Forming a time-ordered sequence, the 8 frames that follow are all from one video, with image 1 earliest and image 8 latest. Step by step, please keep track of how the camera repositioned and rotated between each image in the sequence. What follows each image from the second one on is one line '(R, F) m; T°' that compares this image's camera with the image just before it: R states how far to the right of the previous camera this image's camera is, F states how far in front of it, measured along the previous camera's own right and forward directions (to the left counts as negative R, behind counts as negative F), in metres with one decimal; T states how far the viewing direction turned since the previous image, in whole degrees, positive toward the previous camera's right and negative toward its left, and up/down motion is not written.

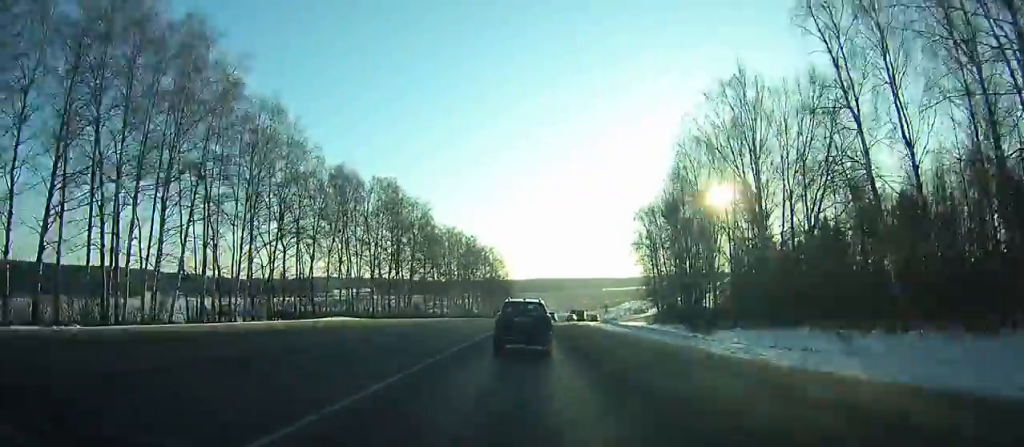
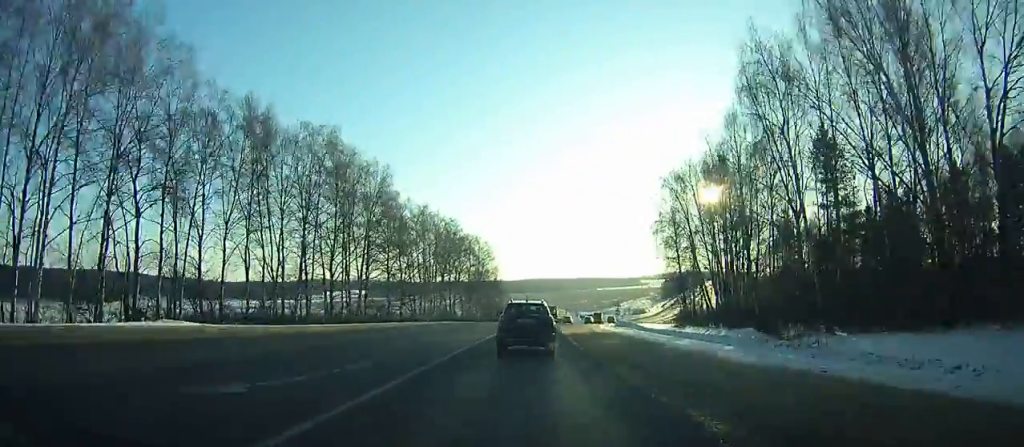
(-0.2, +25.5) m; +1°
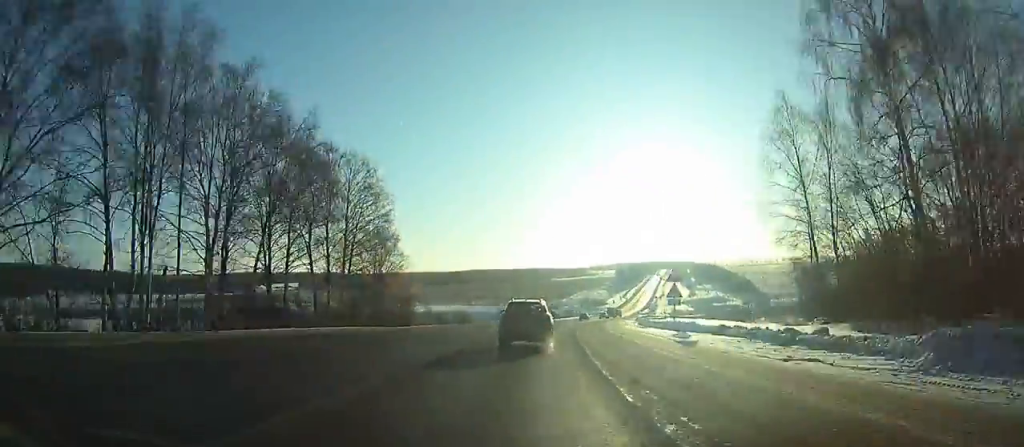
(+2.9, +70.6) m; +6°
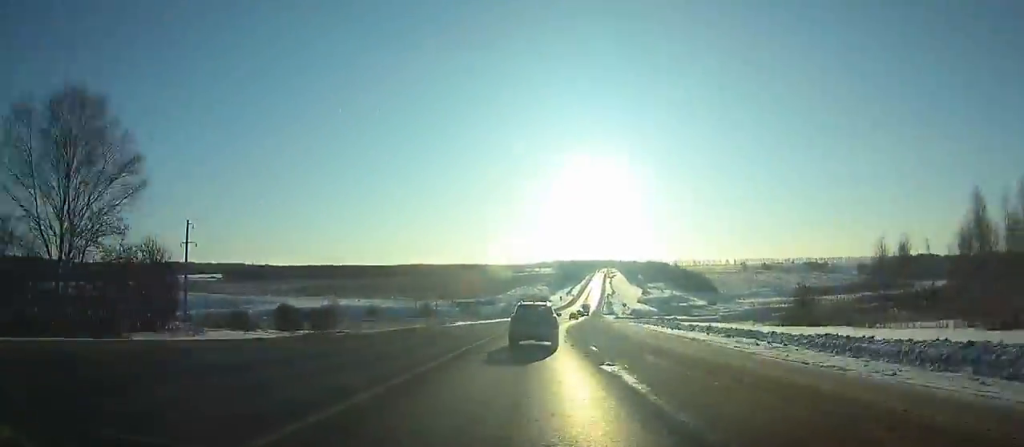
(+3.1, +56.9) m; +6°
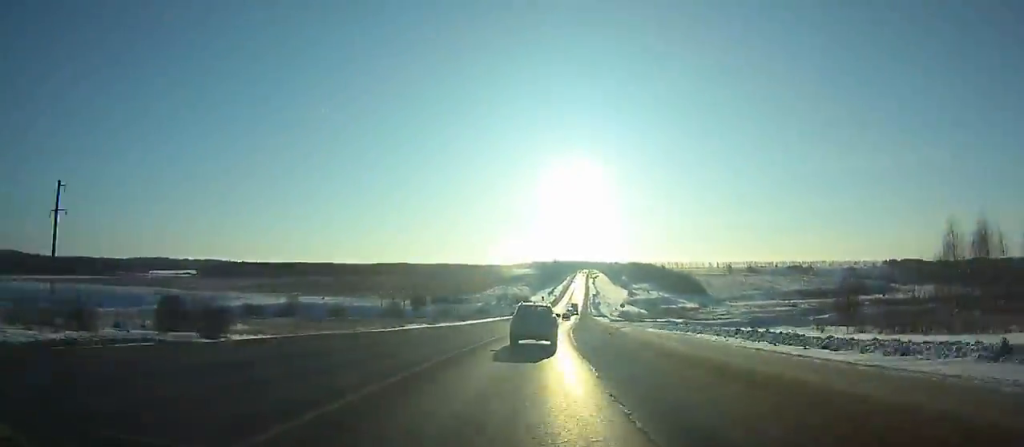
(+0.6, +22.5) m; +2°
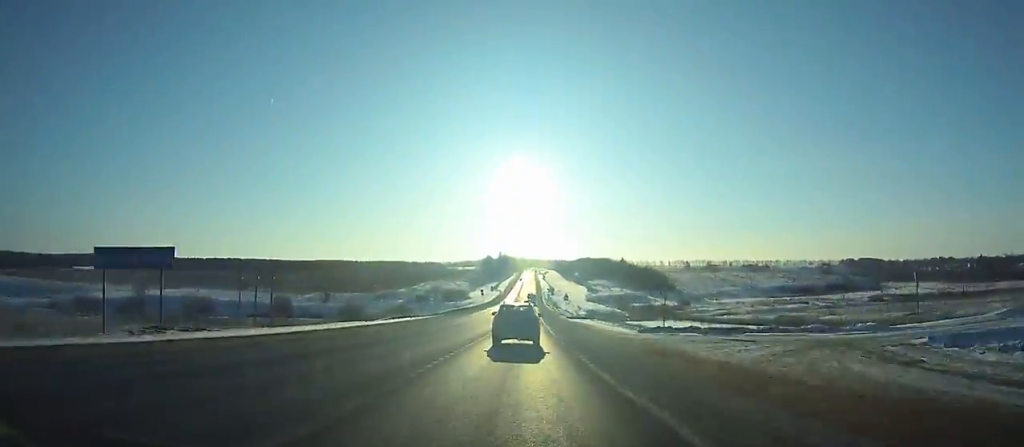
(+2.9, +62.7) m; +4°
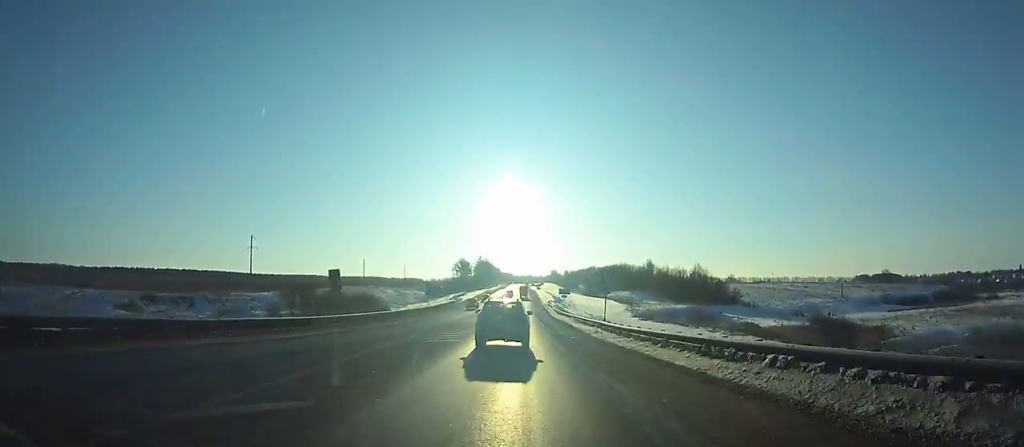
(+2.7, +126.3) m; +1°
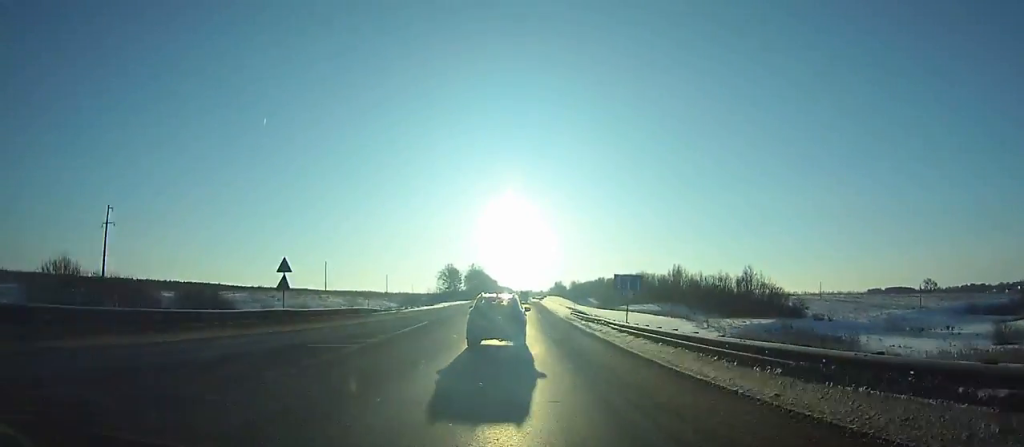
(-0.1, +57.8) m; 0°
